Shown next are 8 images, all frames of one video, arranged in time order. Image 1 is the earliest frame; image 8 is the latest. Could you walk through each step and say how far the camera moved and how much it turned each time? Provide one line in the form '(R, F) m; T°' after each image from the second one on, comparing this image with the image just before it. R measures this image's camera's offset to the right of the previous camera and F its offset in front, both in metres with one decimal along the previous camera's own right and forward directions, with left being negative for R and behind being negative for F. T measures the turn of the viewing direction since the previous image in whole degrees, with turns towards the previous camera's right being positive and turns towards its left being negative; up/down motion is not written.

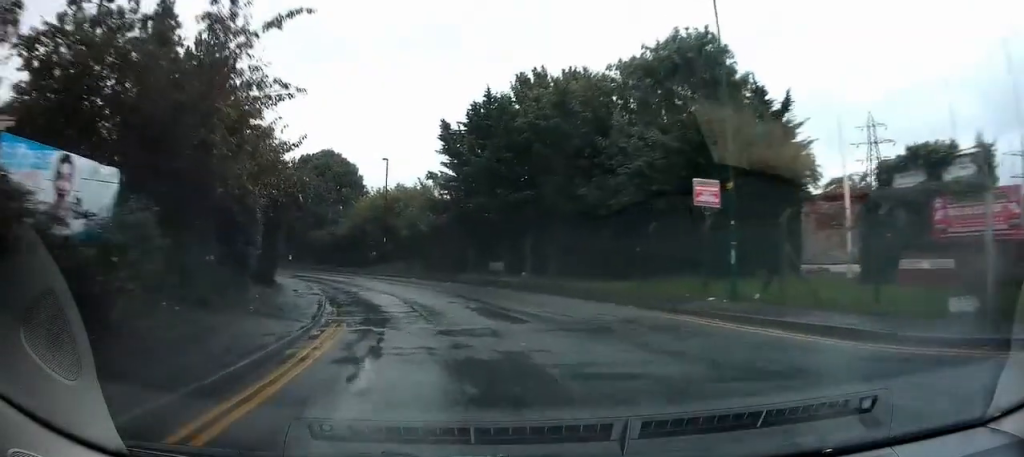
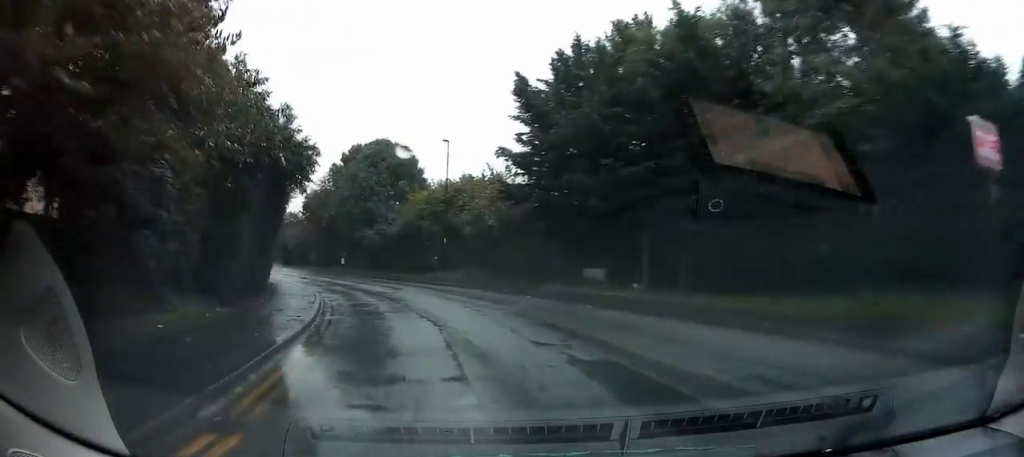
(-0.8, +8.7) m; -7°
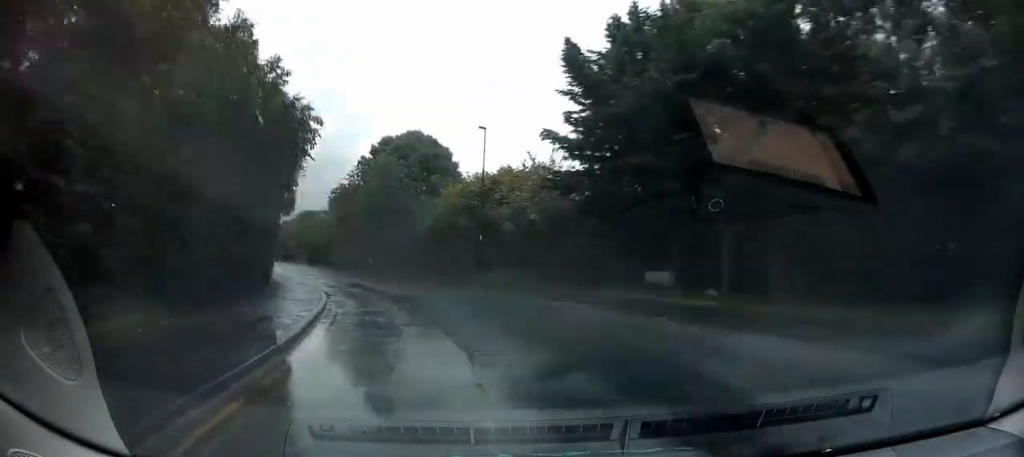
(0.0, +3.7) m; -1°
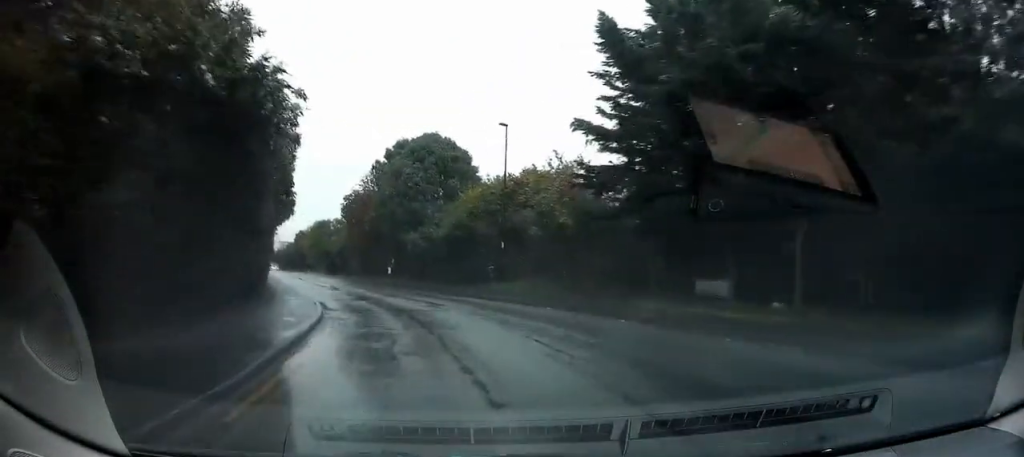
(0.0, +3.0) m; -3°
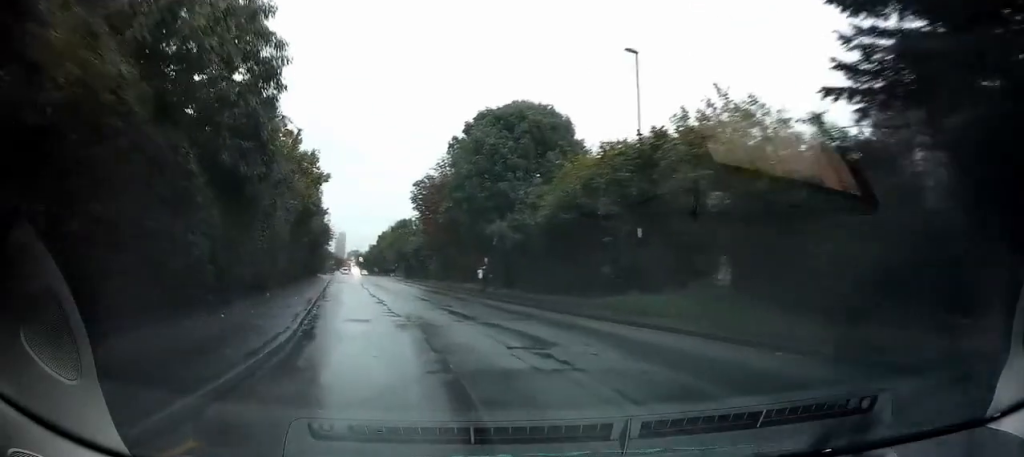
(-1.2, +10.9) m; -14°
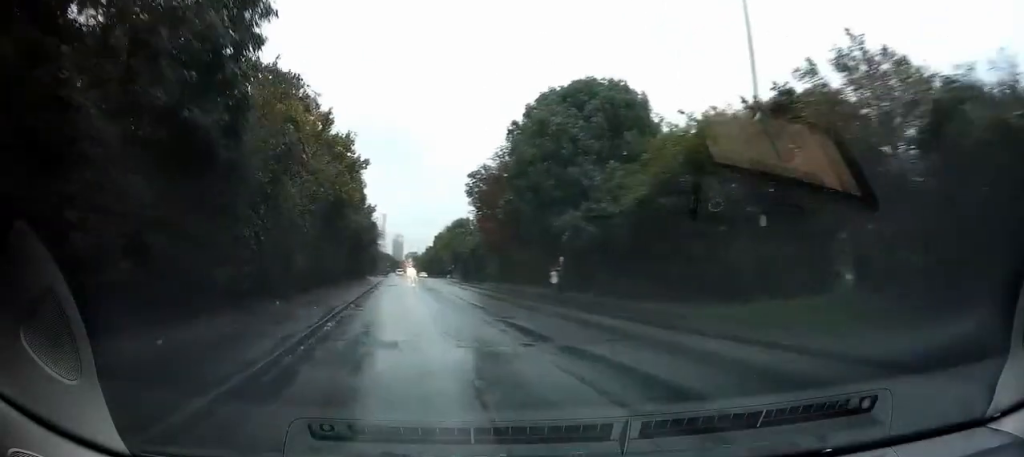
(-0.3, +4.8) m; -3°
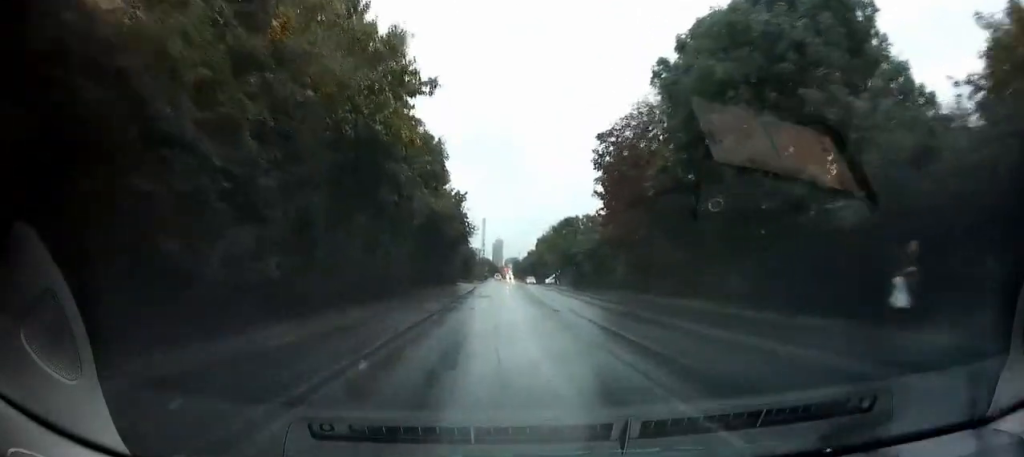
(-0.7, +12.2) m; -10°
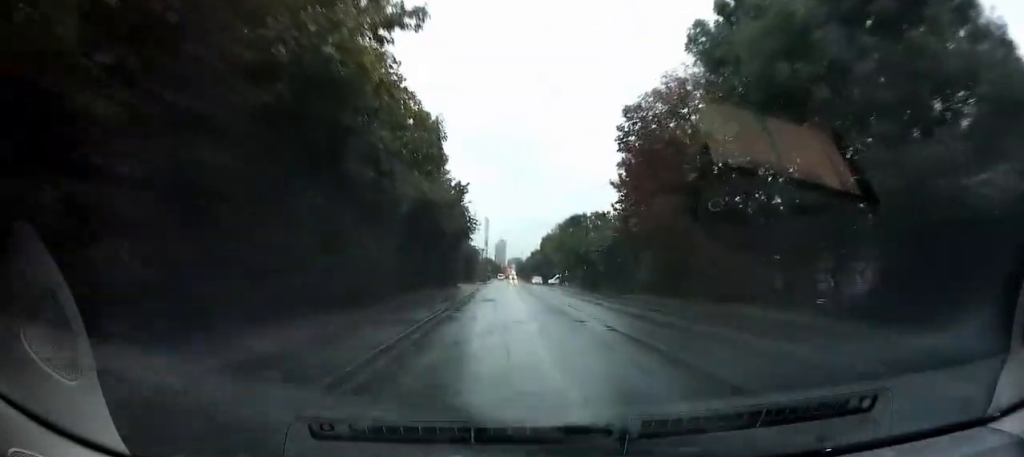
(-0.1, +4.0) m; -2°
